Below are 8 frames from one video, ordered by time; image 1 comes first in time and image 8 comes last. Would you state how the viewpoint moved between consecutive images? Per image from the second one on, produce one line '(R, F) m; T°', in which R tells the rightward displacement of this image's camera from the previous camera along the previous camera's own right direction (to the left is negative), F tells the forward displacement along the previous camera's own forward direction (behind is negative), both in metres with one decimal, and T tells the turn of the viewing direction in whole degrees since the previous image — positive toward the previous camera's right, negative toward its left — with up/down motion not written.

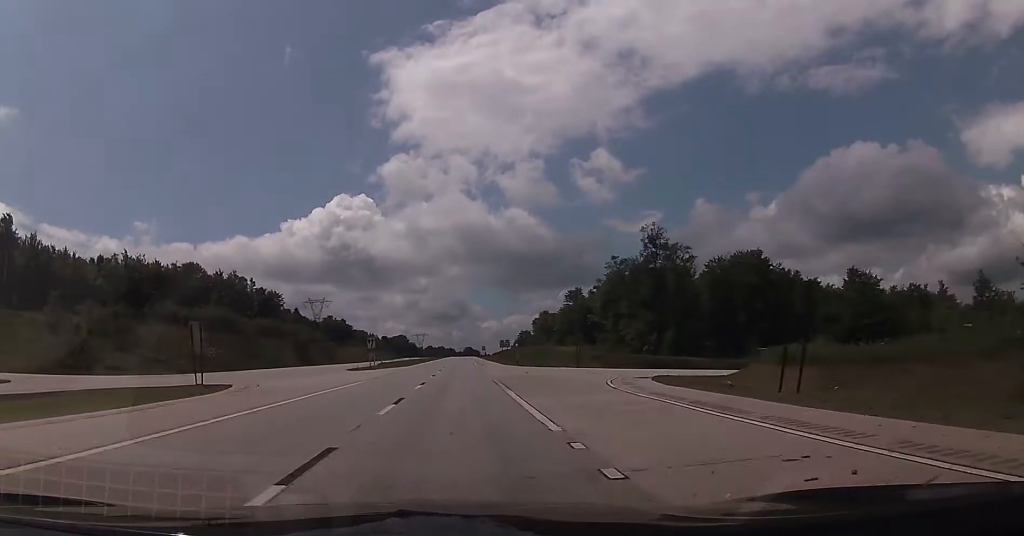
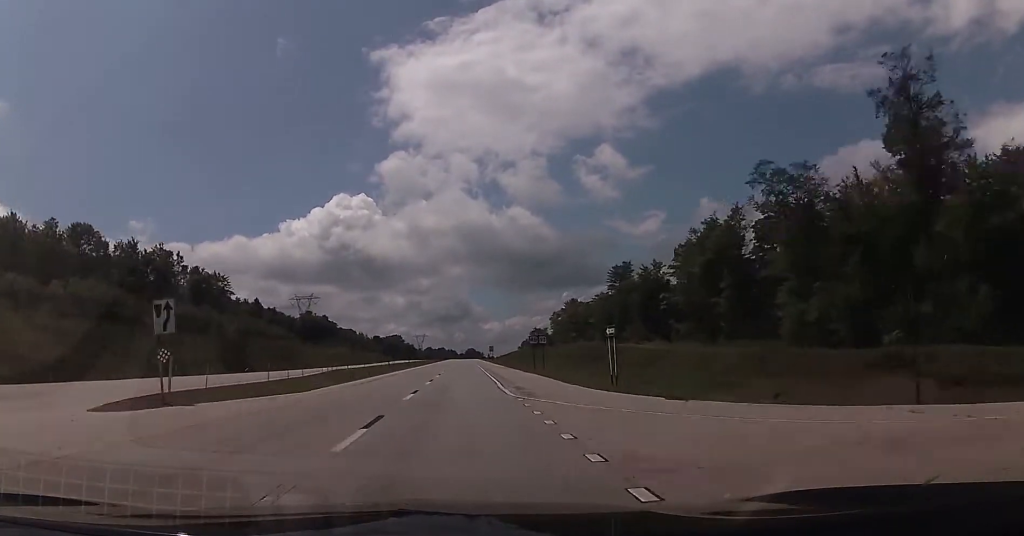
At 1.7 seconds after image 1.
(-0.5, +54.3) m; 0°
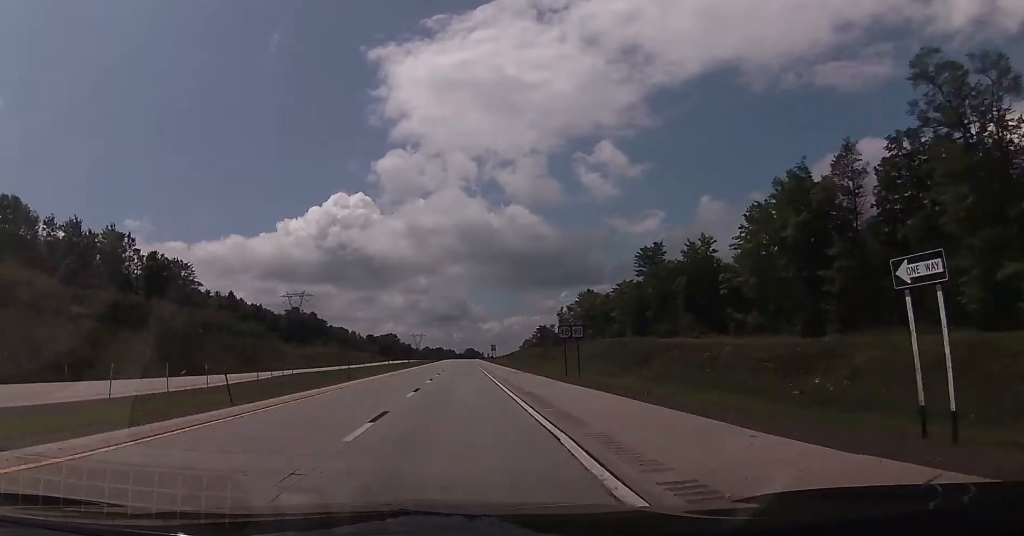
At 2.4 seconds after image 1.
(+0.1, +22.8) m; 0°
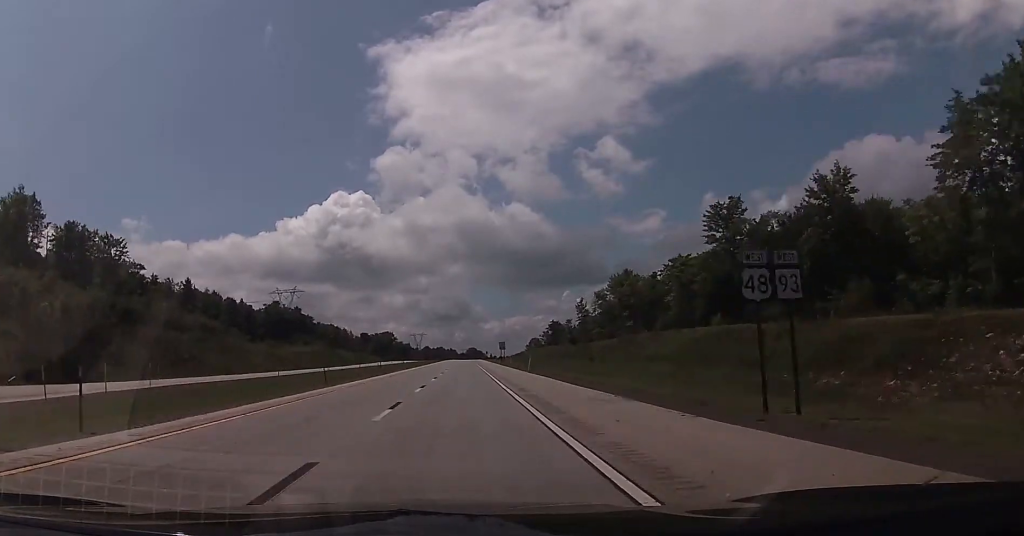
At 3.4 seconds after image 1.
(+0.1, +32.6) m; 0°
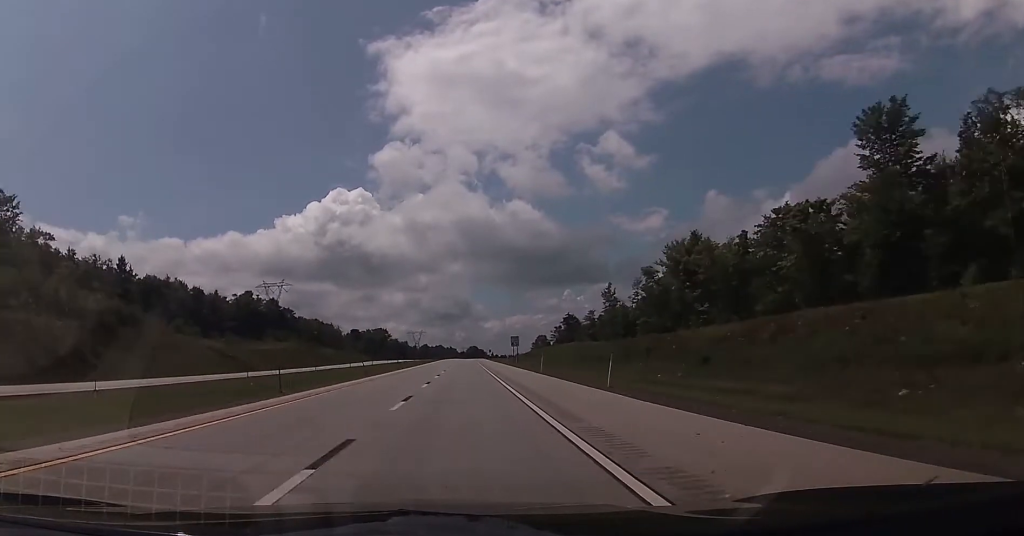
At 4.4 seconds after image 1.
(-0.1, +33.6) m; 0°
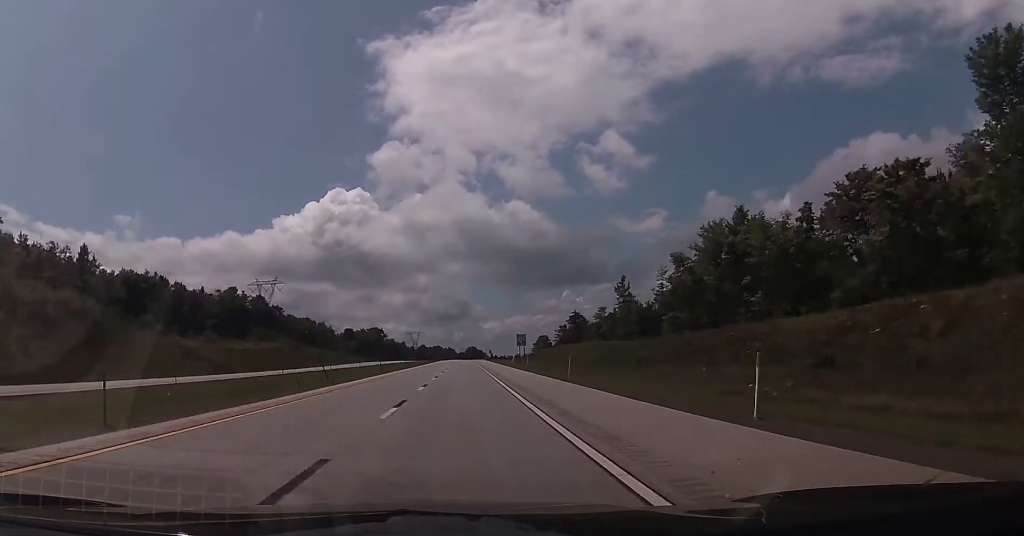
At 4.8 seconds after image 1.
(-0.2, +14.1) m; 0°
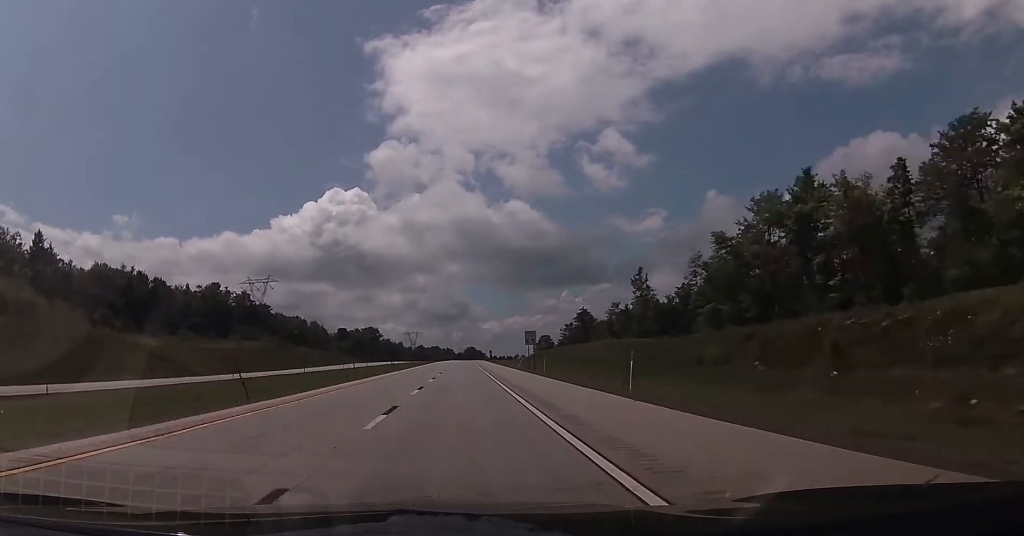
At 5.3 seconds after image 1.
(+0.1, +14.1) m; 0°
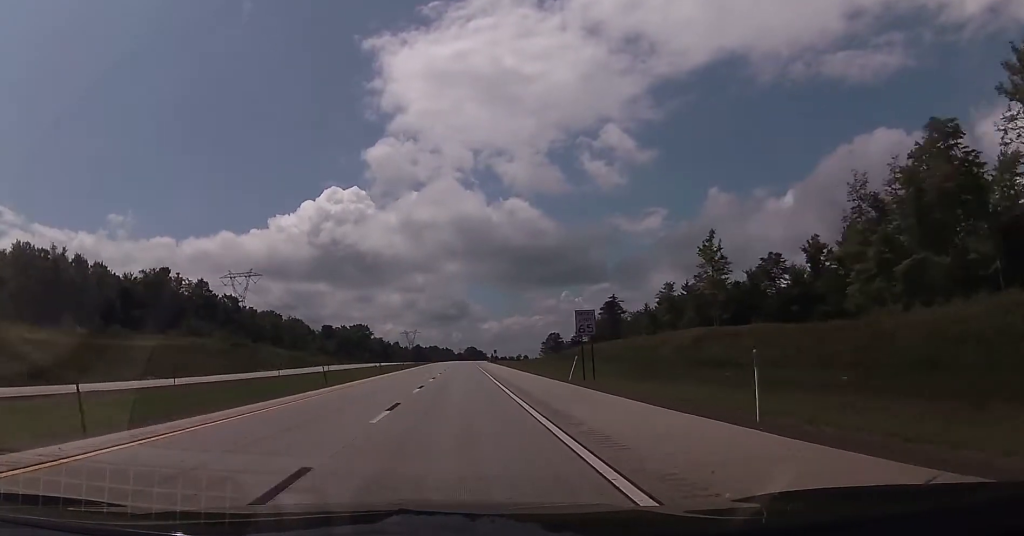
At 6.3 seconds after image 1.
(+0.3, +34.7) m; +1°
